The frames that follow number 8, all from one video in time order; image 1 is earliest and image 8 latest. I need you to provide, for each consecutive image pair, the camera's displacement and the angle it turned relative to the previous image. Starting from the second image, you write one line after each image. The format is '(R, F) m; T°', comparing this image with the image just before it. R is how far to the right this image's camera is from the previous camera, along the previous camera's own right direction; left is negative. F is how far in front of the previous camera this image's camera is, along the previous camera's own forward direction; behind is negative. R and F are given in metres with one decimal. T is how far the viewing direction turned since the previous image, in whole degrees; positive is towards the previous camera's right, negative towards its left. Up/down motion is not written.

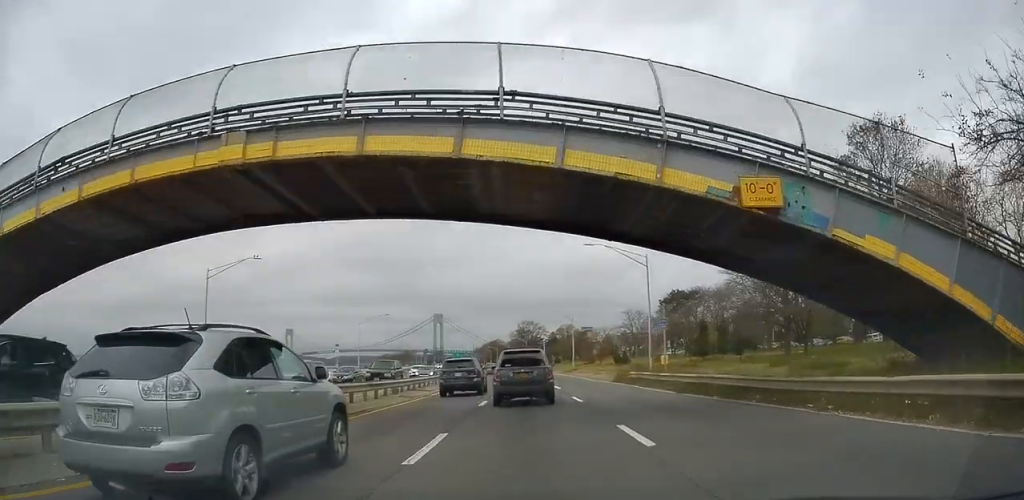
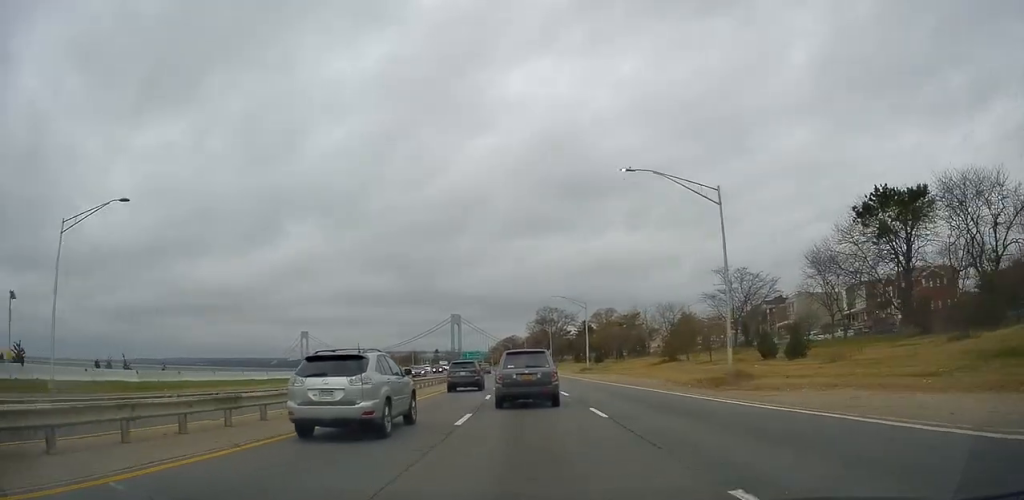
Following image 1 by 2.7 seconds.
(-0.4, +60.1) m; 0°
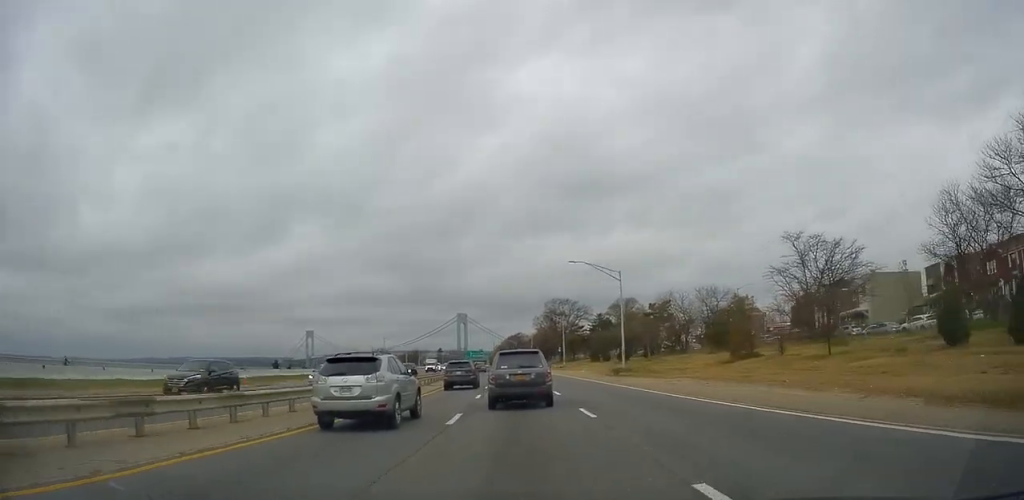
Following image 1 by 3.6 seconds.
(-0.3, +22.0) m; -2°
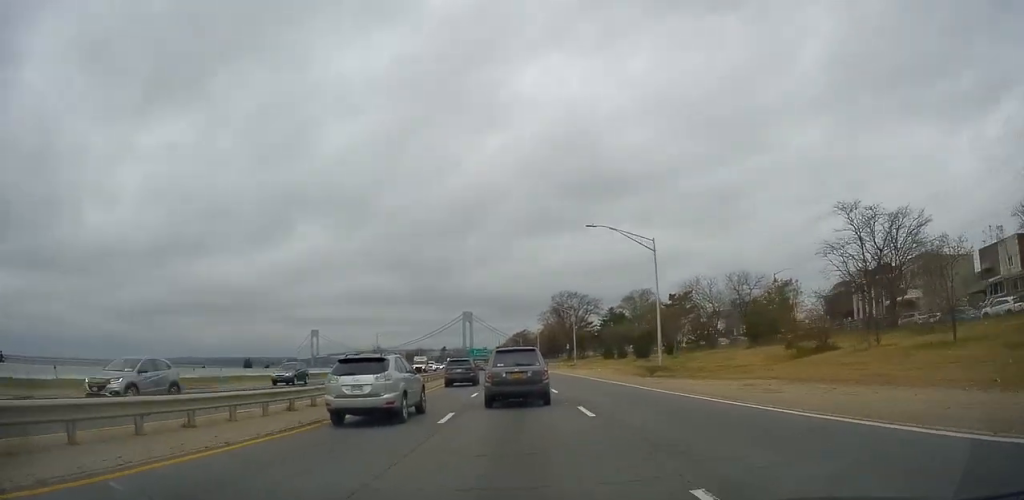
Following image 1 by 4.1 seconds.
(-0.1, +11.1) m; -1°
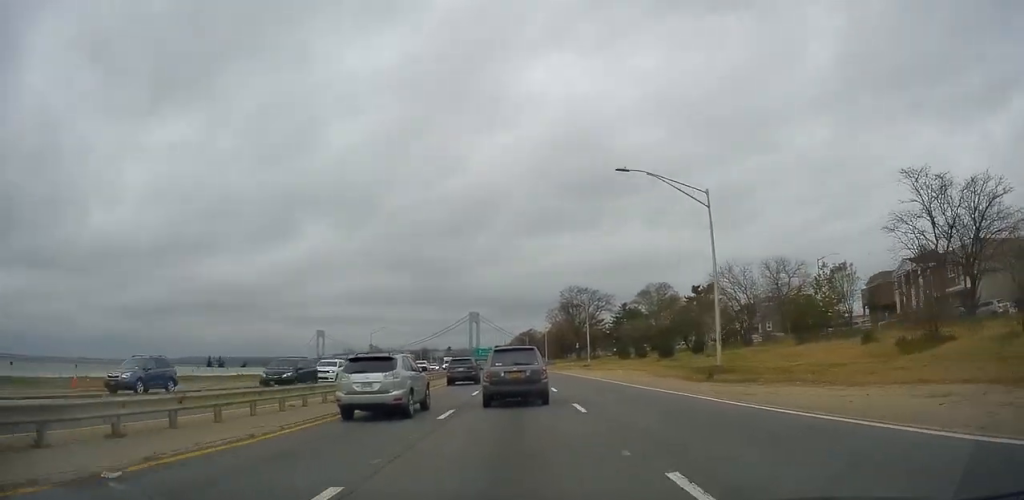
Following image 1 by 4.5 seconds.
(0.0, +10.0) m; 0°
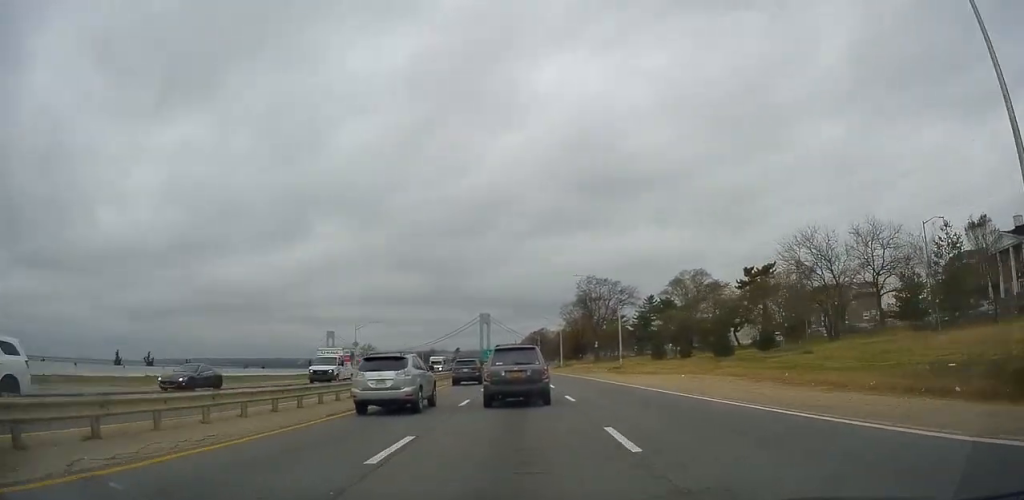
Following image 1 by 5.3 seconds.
(-0.2, +17.5) m; +1°
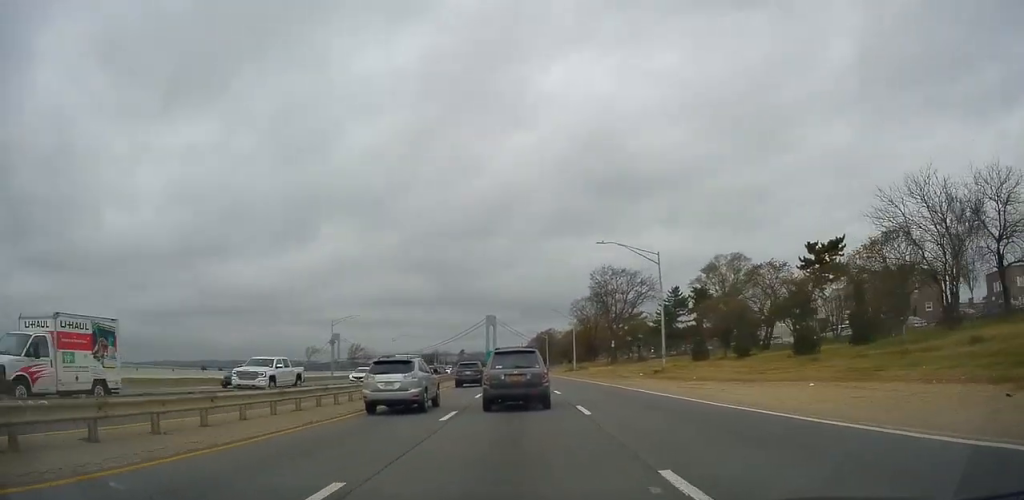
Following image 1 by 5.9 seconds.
(+0.2, +15.3) m; -1°
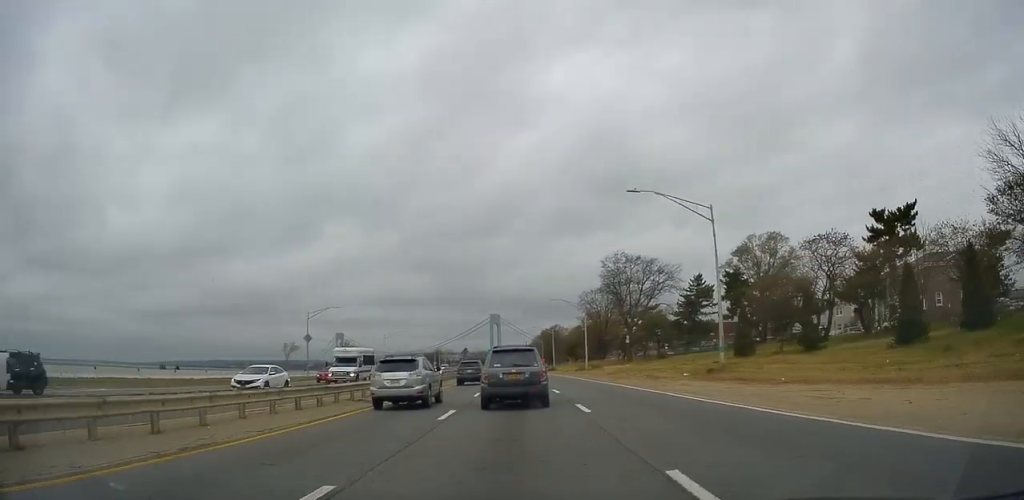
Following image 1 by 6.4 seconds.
(+0.4, +11.4) m; -1°
